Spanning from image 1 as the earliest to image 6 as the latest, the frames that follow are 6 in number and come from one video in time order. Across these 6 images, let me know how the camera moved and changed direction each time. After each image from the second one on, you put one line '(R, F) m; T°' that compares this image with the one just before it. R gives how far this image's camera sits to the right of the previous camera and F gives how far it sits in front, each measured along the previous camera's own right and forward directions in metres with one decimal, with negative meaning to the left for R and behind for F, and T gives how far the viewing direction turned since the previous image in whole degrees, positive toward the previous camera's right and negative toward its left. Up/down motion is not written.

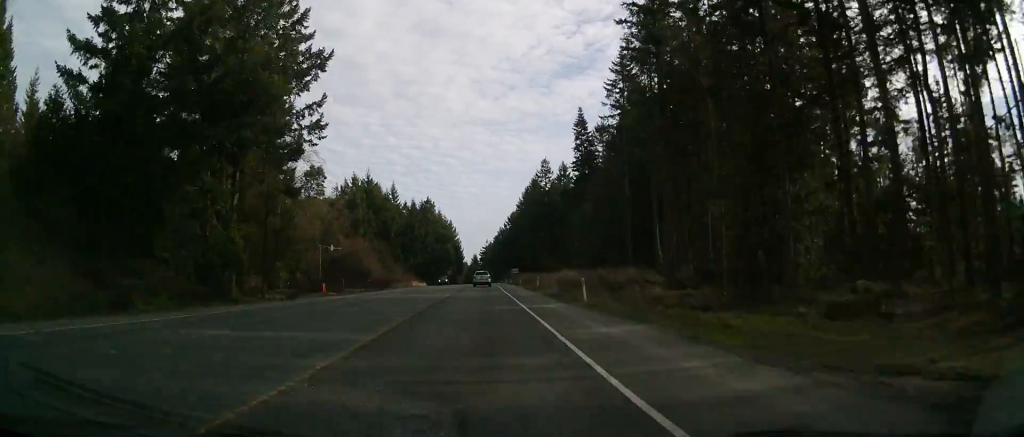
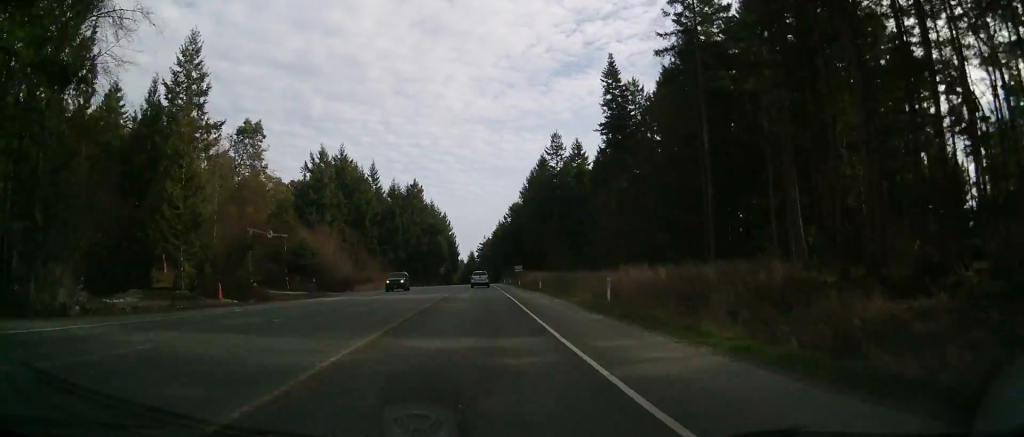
(+0.2, +28.6) m; 0°
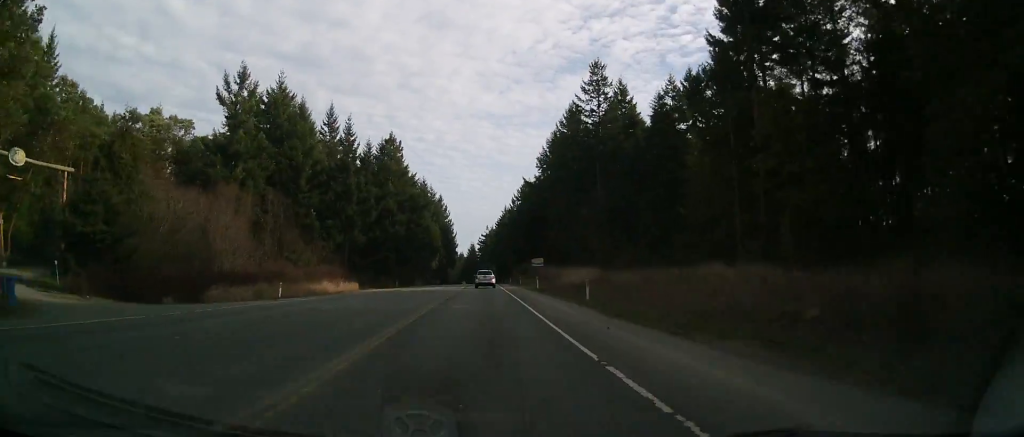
(-0.4, +44.1) m; -1°
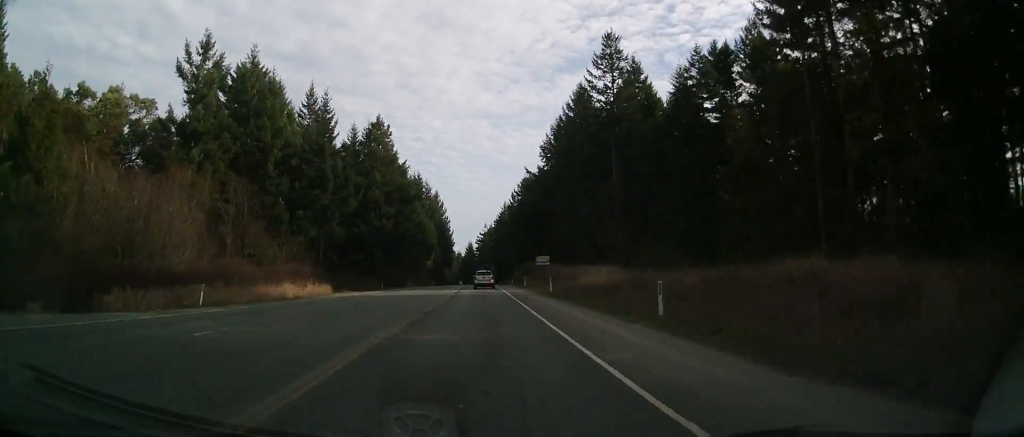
(0.0, +11.1) m; 0°
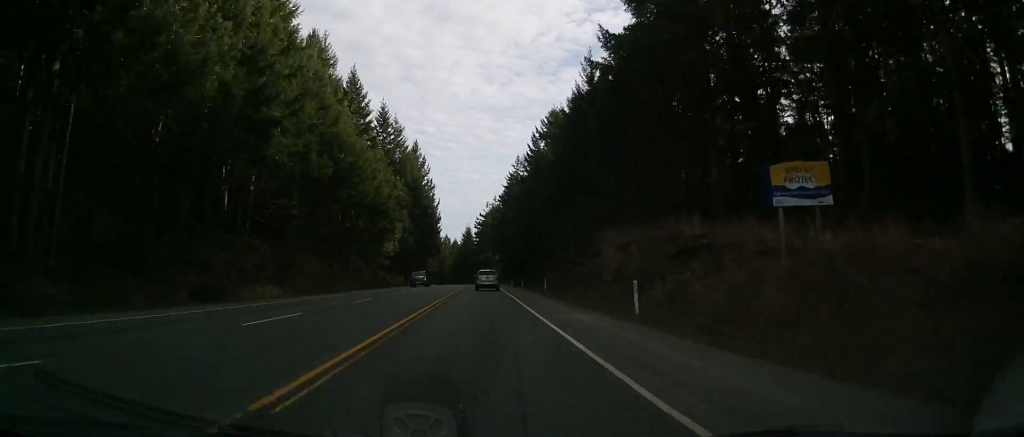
(0.0, +73.3) m; 0°
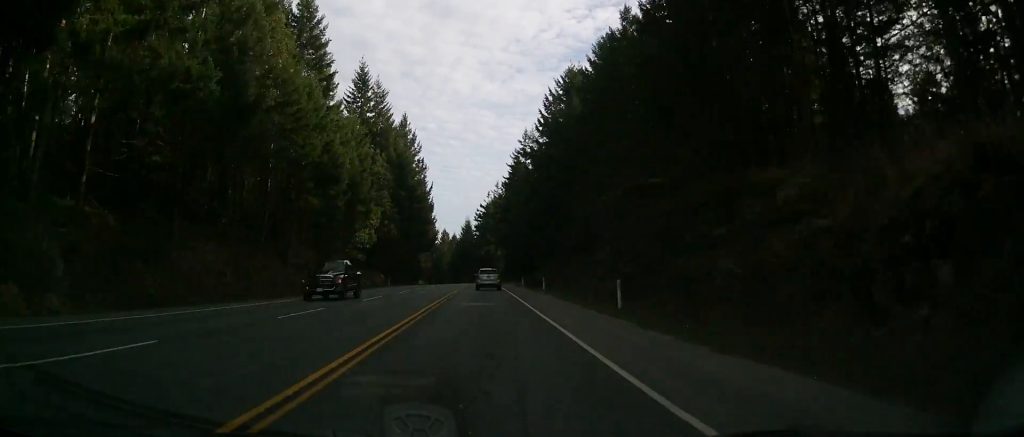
(0.0, +22.6) m; 0°
